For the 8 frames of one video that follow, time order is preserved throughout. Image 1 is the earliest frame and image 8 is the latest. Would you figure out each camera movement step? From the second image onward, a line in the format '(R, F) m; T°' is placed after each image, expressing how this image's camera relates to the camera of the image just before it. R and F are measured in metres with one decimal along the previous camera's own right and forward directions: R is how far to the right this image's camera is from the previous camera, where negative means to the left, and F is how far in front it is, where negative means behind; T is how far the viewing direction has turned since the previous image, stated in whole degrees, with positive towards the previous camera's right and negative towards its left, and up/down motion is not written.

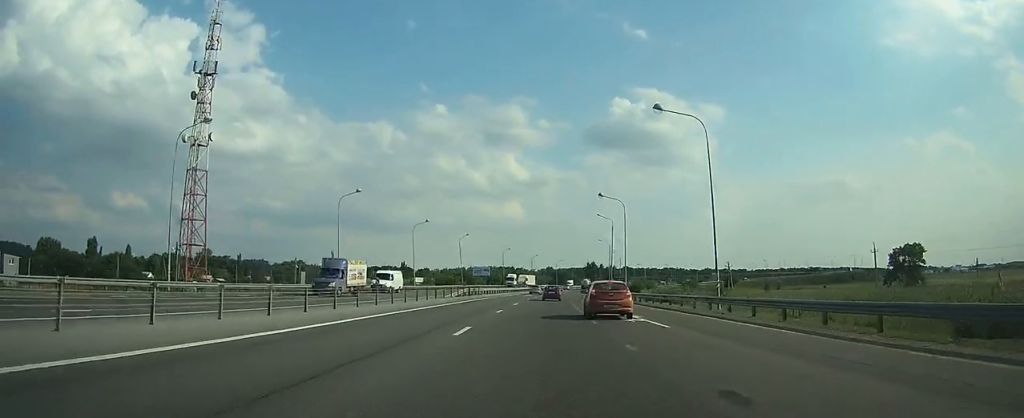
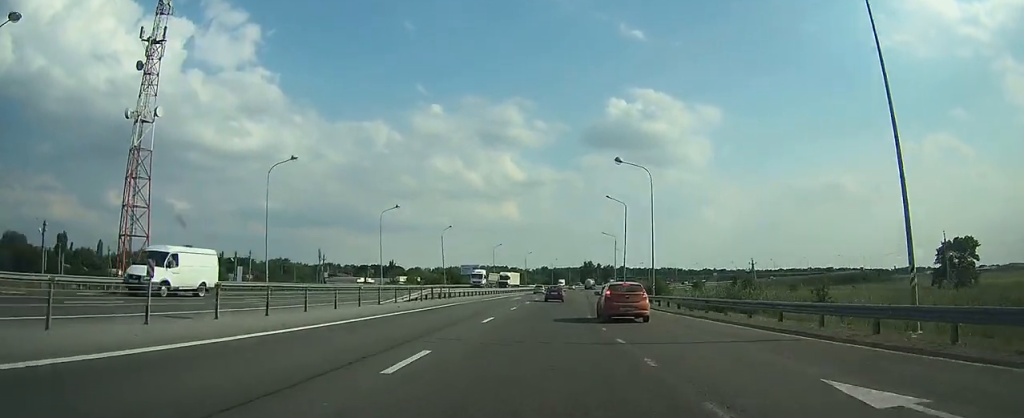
(+0.4, +18.1) m; 0°
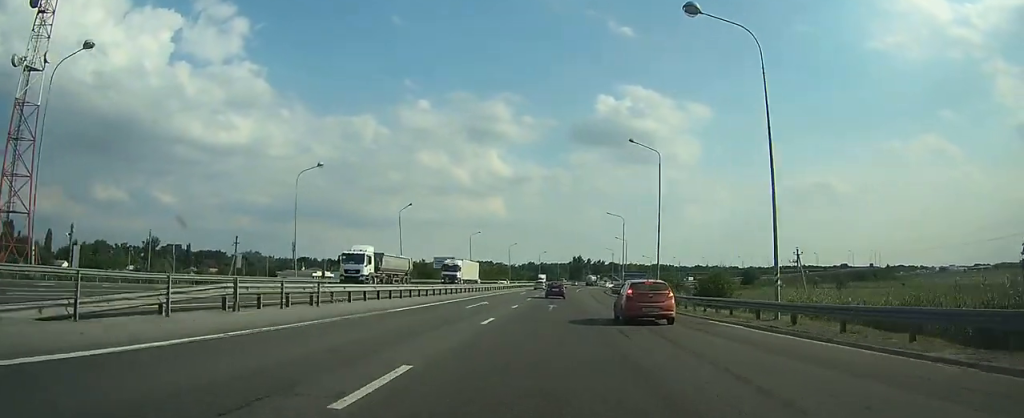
(-0.5, +26.0) m; 0°
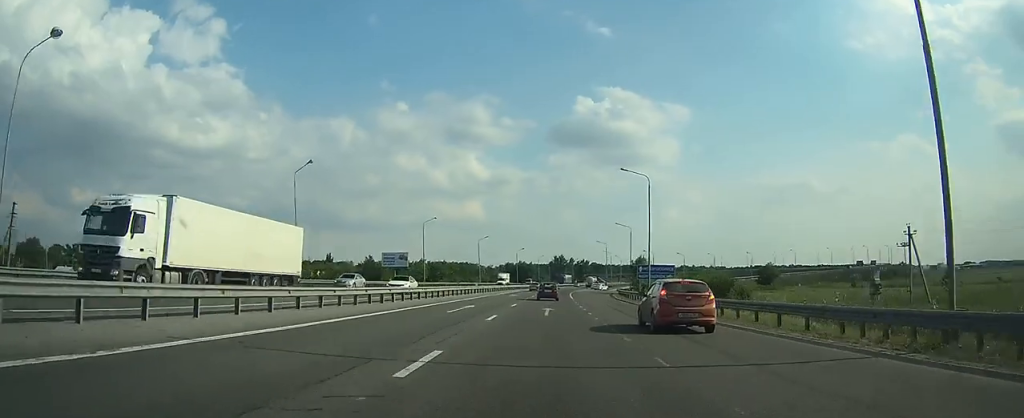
(+1.0, +33.7) m; +2°
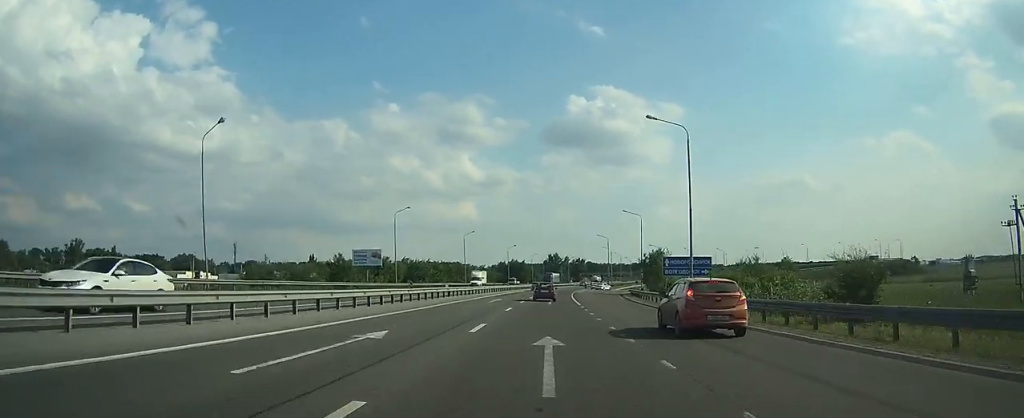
(+0.1, +16.7) m; +1°
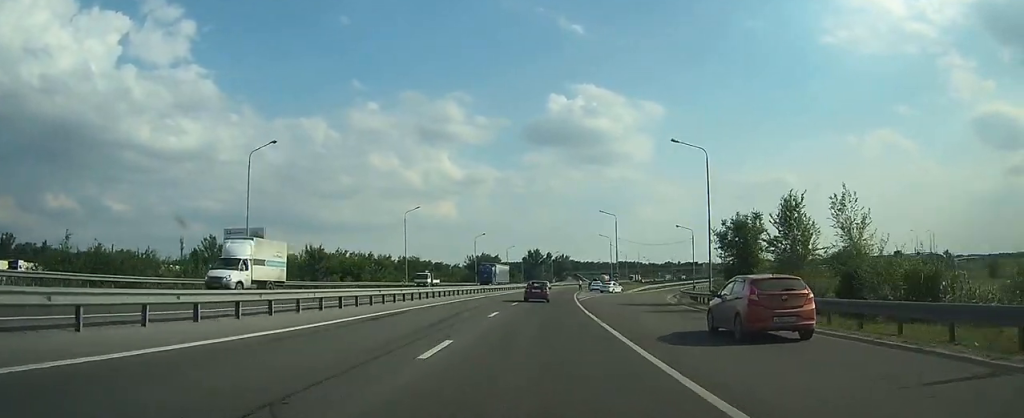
(-0.1, +43.7) m; 0°
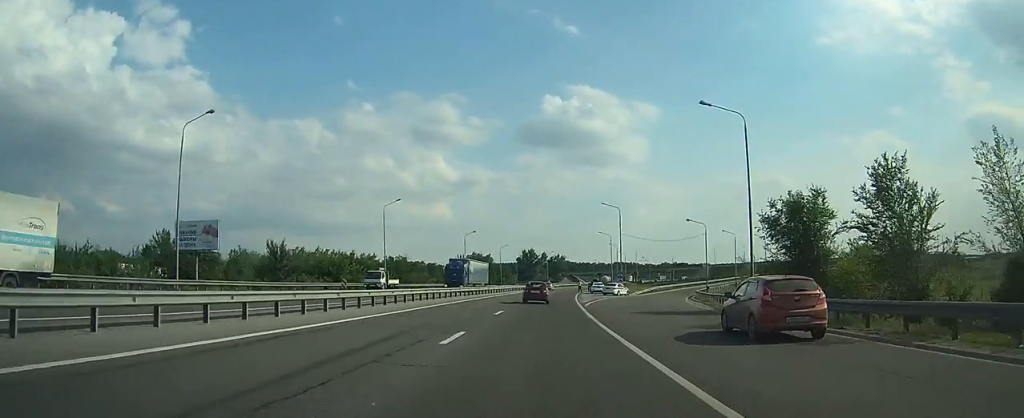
(+0.1, +10.2) m; 0°
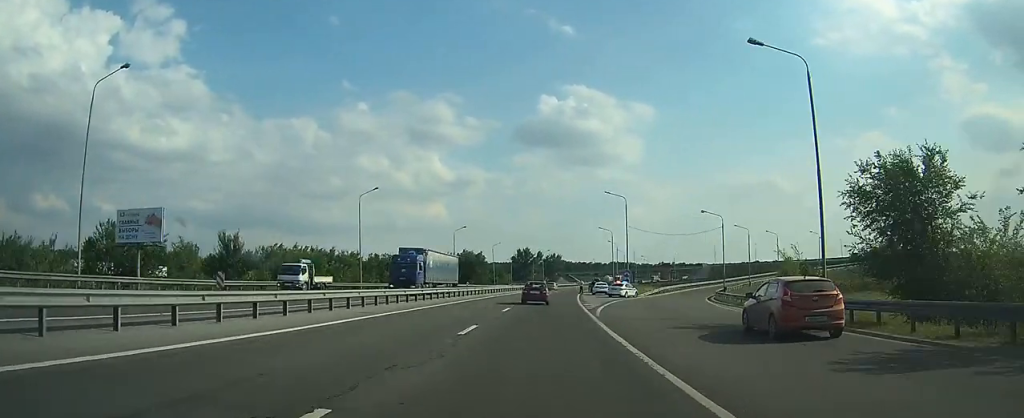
(0.0, +10.2) m; 0°
